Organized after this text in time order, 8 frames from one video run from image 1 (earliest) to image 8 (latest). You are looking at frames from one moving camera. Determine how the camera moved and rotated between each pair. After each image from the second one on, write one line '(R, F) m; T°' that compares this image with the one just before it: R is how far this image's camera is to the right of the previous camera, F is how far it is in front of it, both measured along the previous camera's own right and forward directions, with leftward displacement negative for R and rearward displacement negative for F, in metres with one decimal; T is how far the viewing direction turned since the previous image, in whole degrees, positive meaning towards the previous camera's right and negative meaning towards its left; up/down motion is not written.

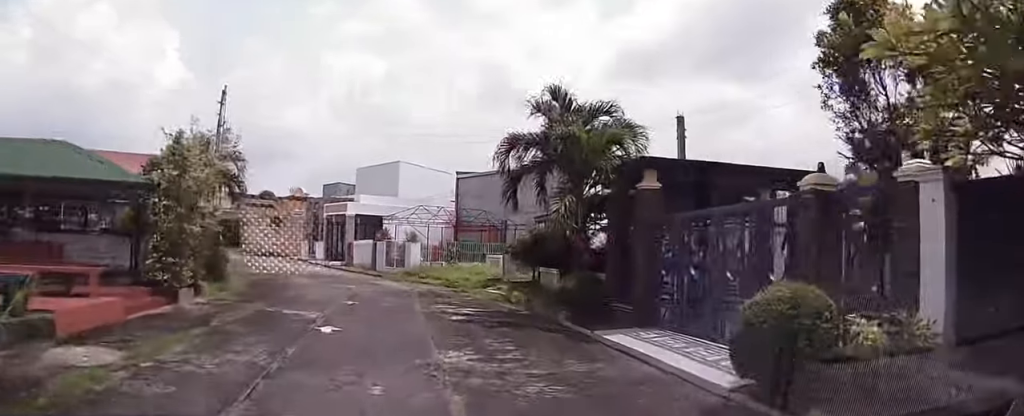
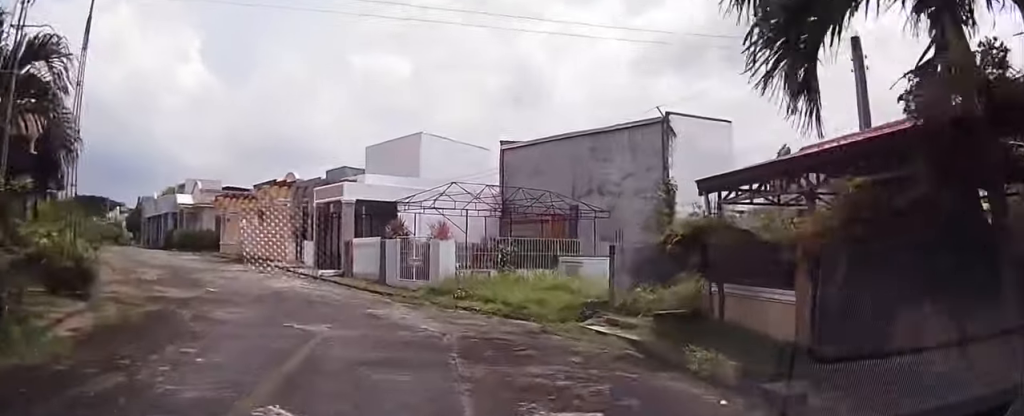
(-0.4, +11.2) m; -10°
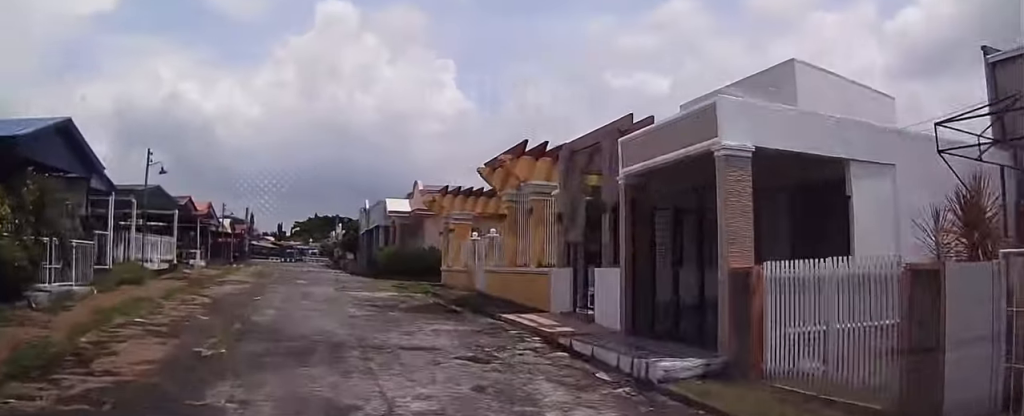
(-2.5, +17.7) m; -15°
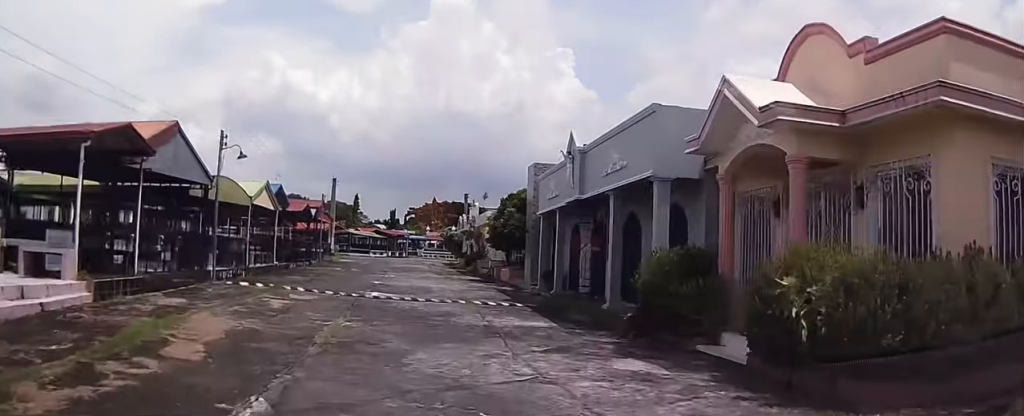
(-3.1, +26.4) m; -9°
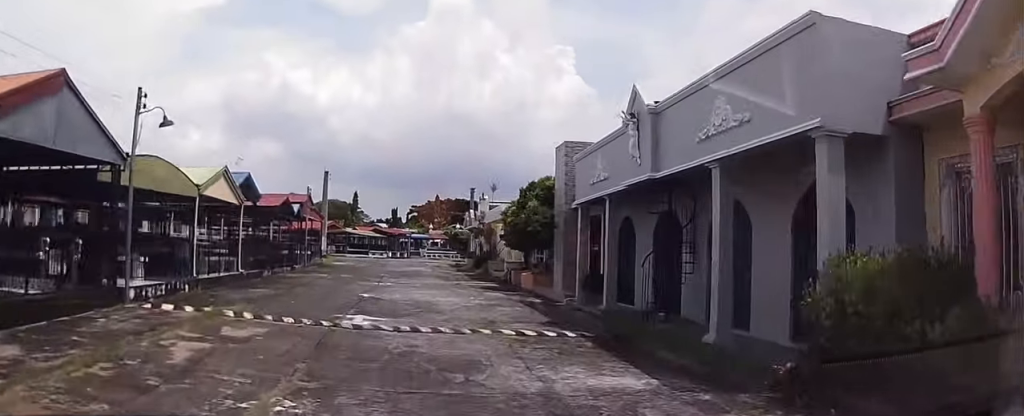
(-0.1, +5.5) m; -2°
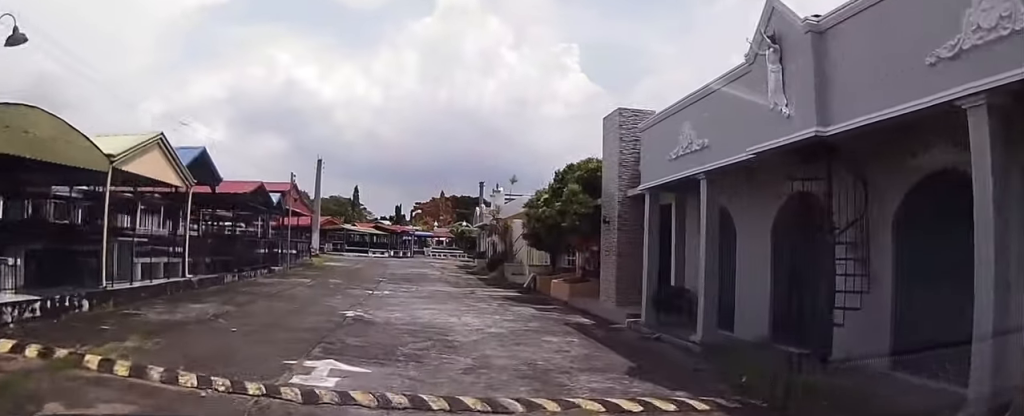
(0.0, +4.6) m; 0°
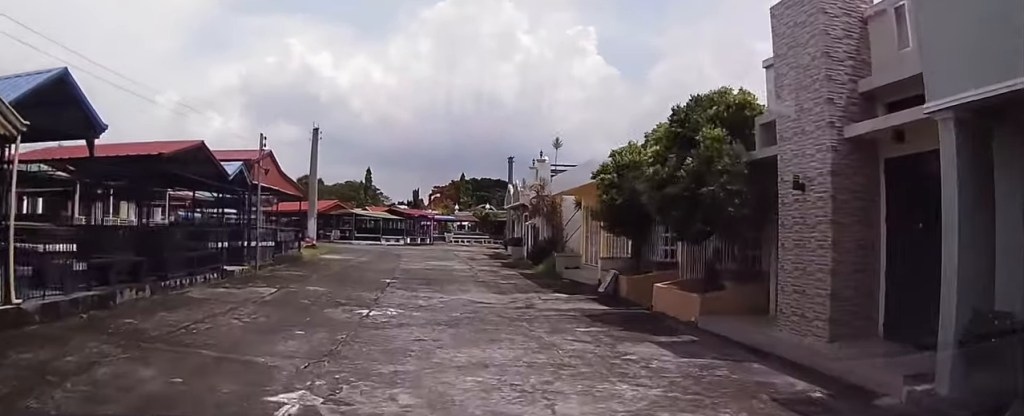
(0.0, +10.1) m; +2°
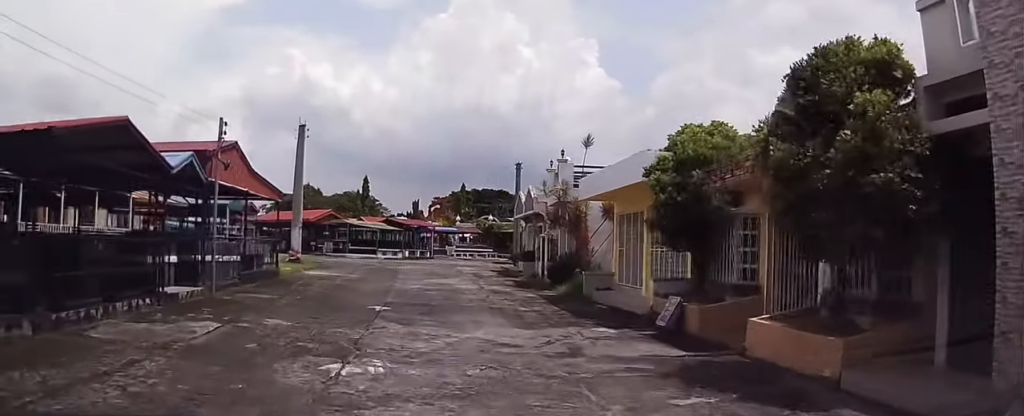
(0.0, +5.1) m; +1°
